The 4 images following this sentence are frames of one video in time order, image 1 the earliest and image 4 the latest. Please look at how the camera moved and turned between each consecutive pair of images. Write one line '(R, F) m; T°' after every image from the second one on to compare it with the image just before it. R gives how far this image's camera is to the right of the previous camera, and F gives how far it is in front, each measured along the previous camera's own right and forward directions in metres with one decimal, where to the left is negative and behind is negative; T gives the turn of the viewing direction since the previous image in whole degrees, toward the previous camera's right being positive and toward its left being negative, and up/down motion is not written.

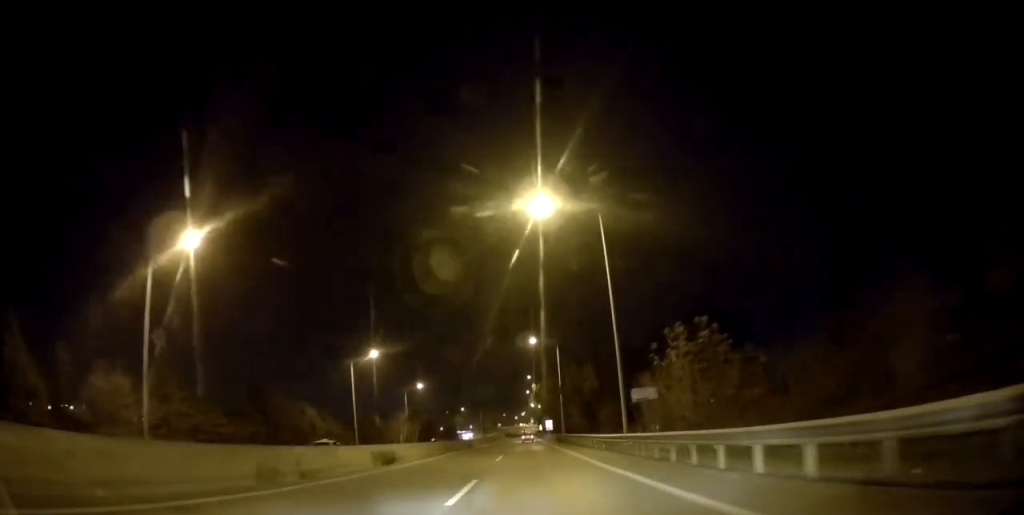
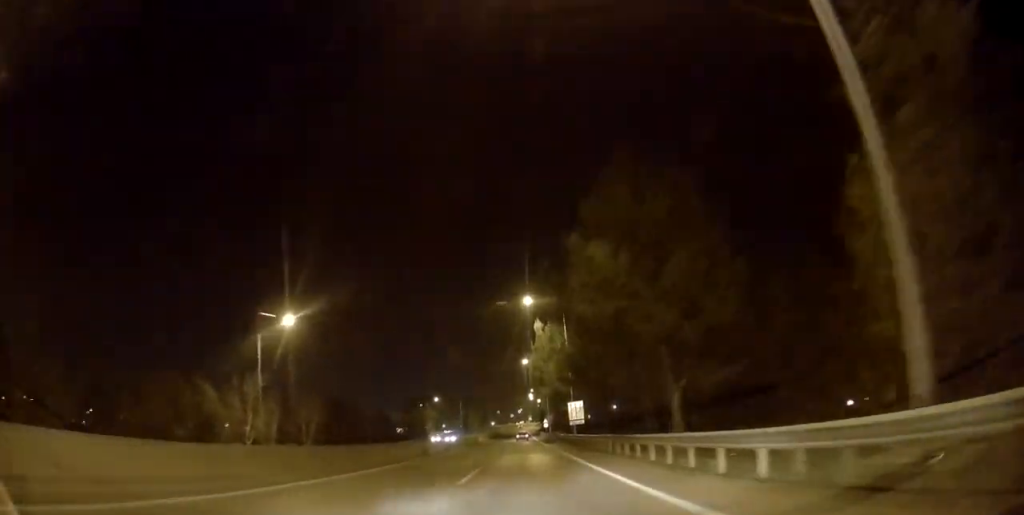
(+0.1, +66.3) m; -2°
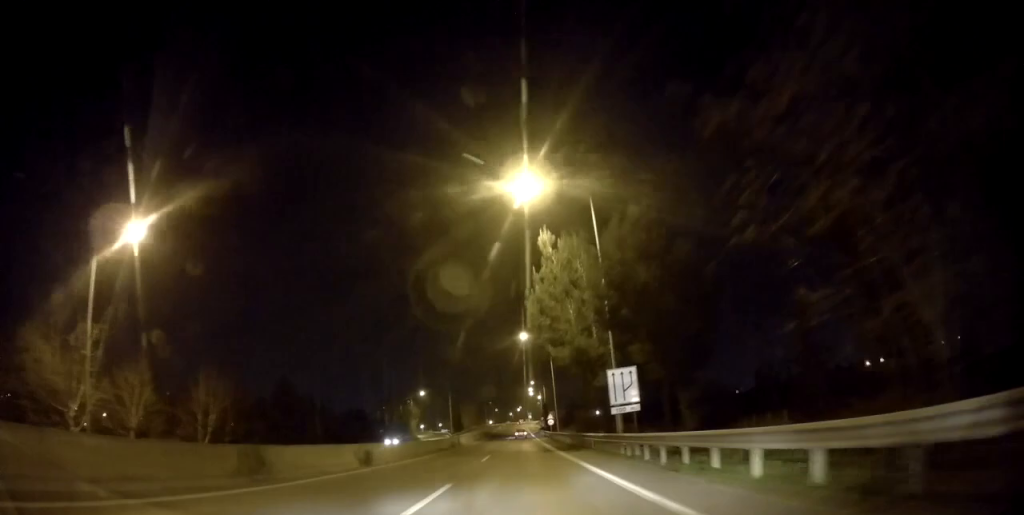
(0.0, +24.3) m; 0°
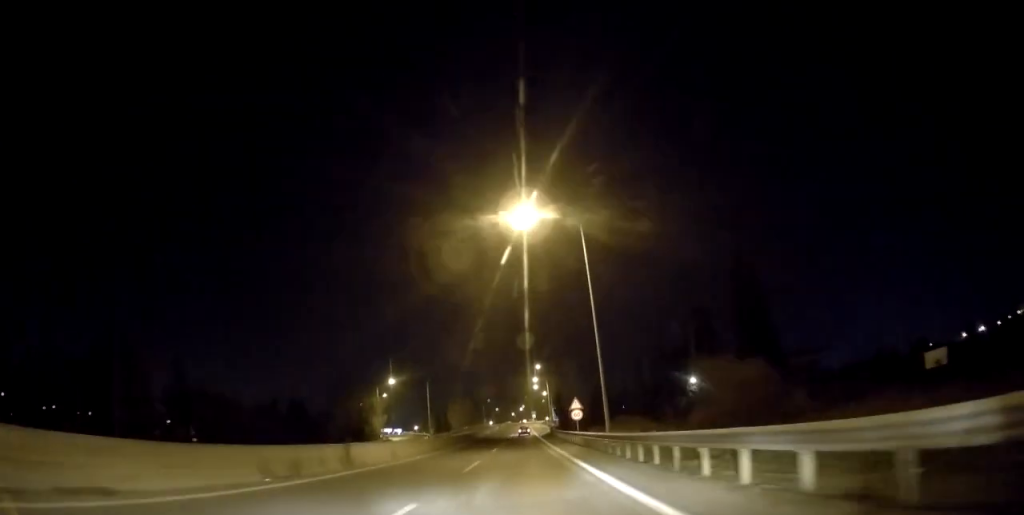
(+0.8, +40.2) m; +4°
